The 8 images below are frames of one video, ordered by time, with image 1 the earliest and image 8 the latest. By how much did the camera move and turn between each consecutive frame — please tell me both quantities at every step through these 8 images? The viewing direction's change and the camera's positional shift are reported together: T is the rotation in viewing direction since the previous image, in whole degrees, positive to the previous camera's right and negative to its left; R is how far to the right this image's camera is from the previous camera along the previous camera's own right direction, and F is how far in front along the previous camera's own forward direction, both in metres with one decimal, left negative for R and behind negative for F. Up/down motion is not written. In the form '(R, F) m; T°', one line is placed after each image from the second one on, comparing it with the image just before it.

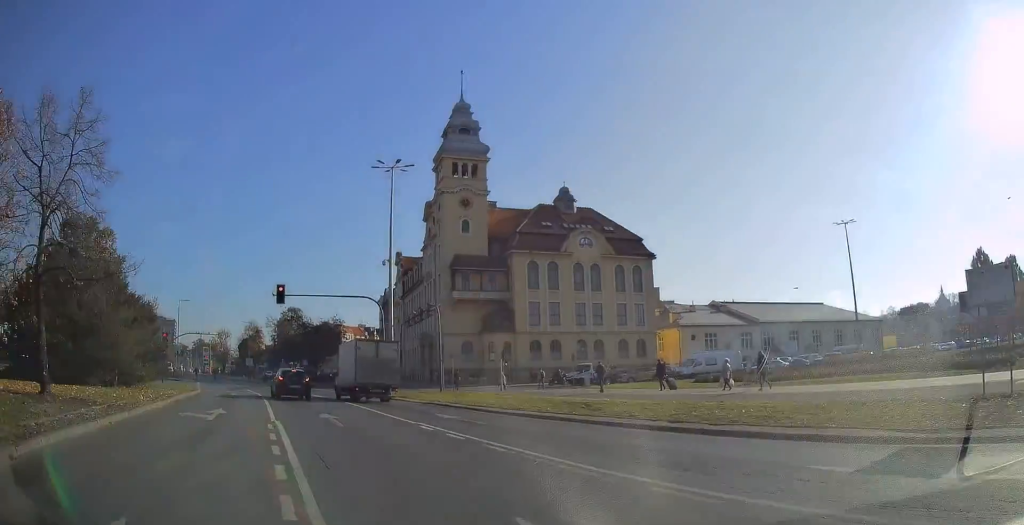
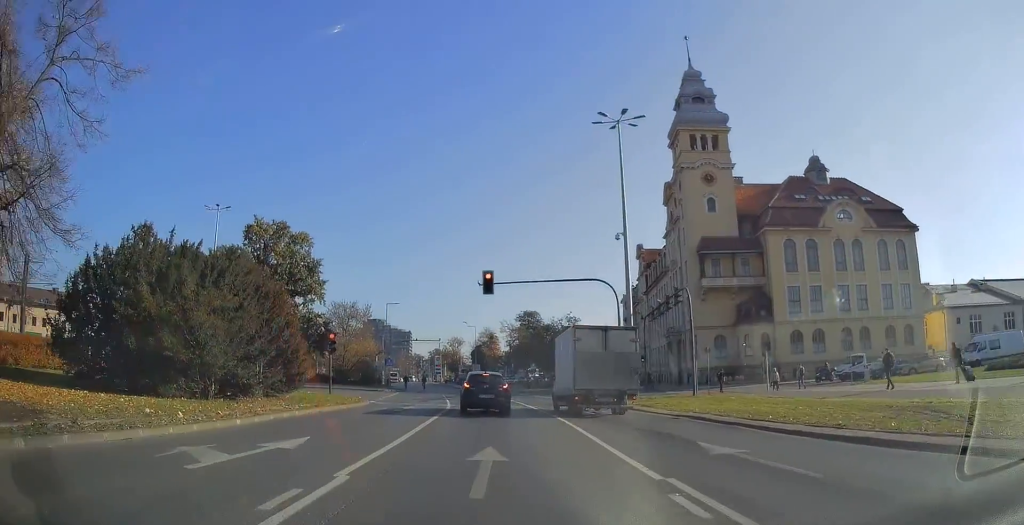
(-1.6, +9.0) m; -20°
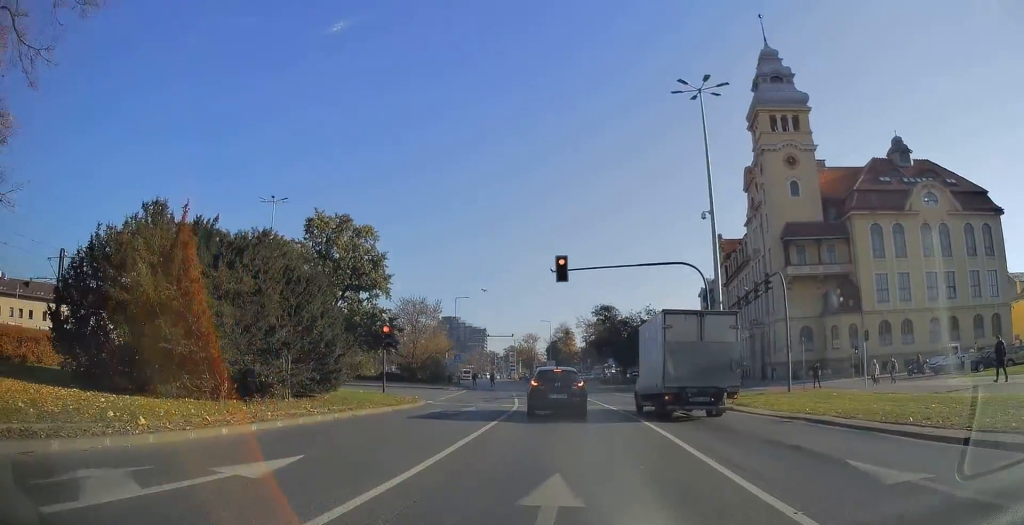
(0.0, +3.7) m; -8°
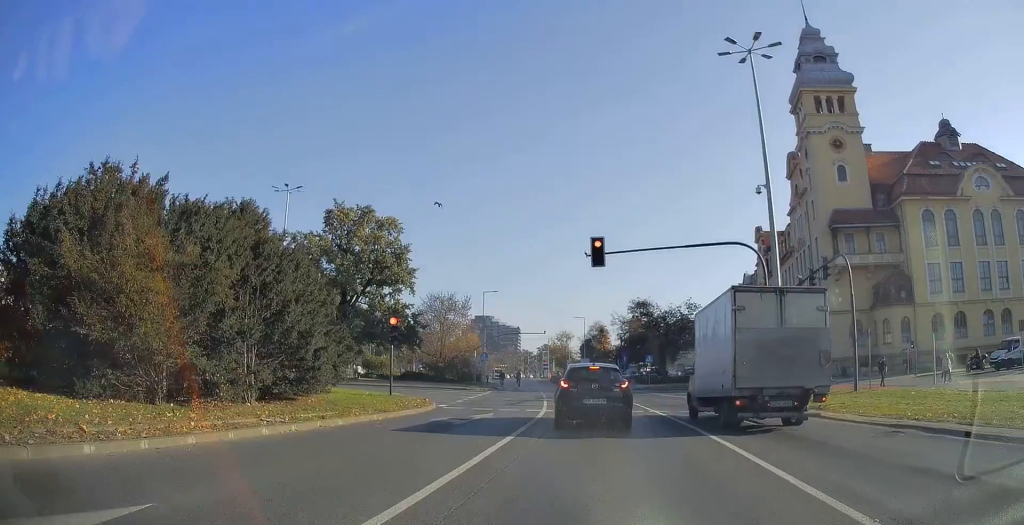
(-0.7, +4.4) m; -7°
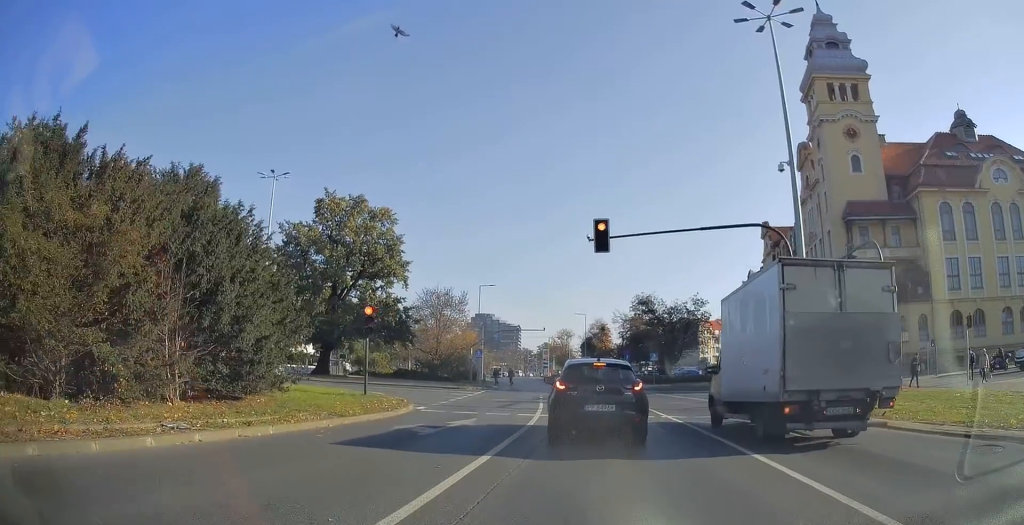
(-0.3, +3.8) m; -5°
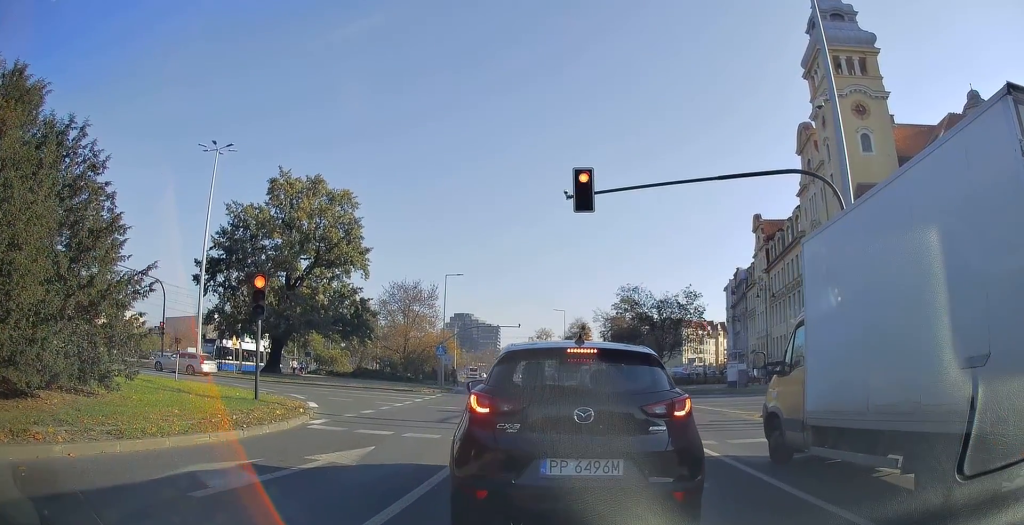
(-0.3, +9.2) m; -2°
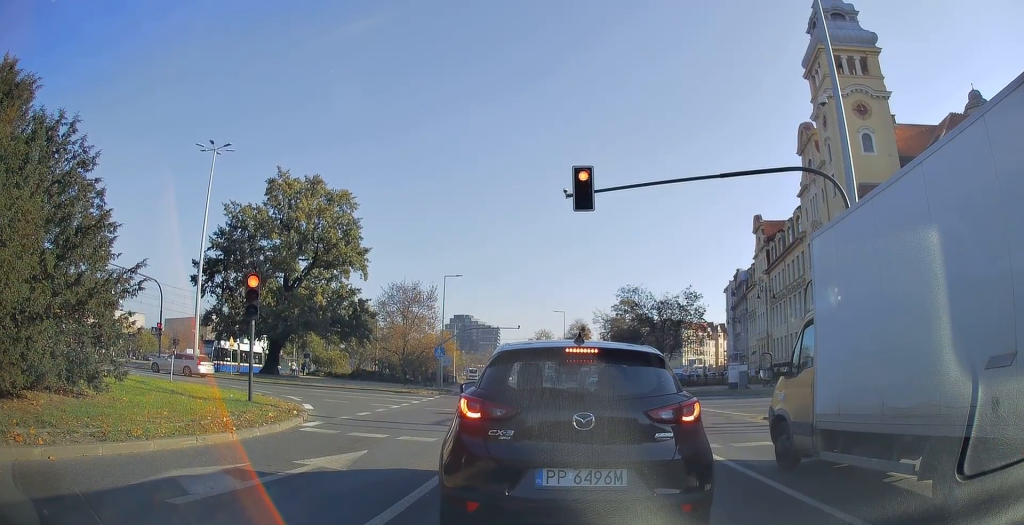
(+0.2, +1.2) m; 0°
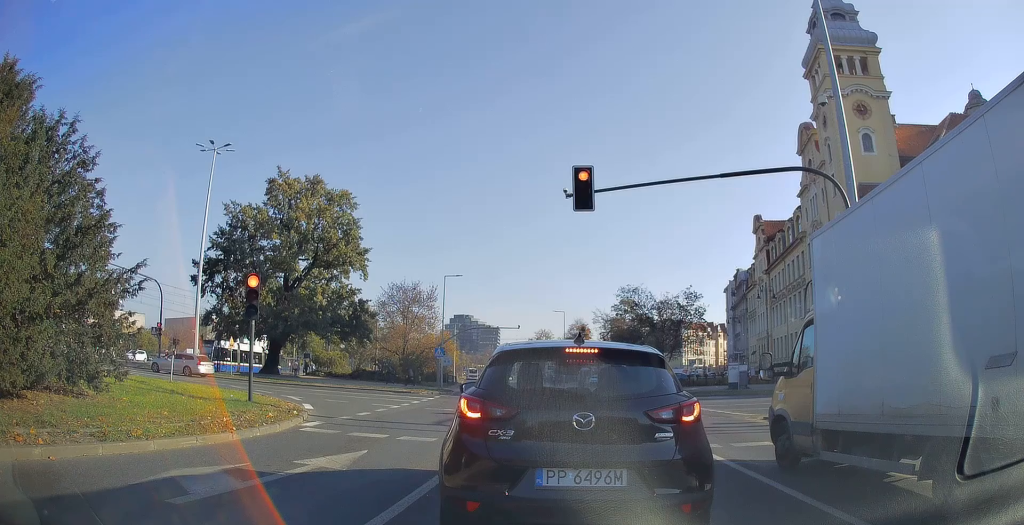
(0.0, 0.0) m; 0°
